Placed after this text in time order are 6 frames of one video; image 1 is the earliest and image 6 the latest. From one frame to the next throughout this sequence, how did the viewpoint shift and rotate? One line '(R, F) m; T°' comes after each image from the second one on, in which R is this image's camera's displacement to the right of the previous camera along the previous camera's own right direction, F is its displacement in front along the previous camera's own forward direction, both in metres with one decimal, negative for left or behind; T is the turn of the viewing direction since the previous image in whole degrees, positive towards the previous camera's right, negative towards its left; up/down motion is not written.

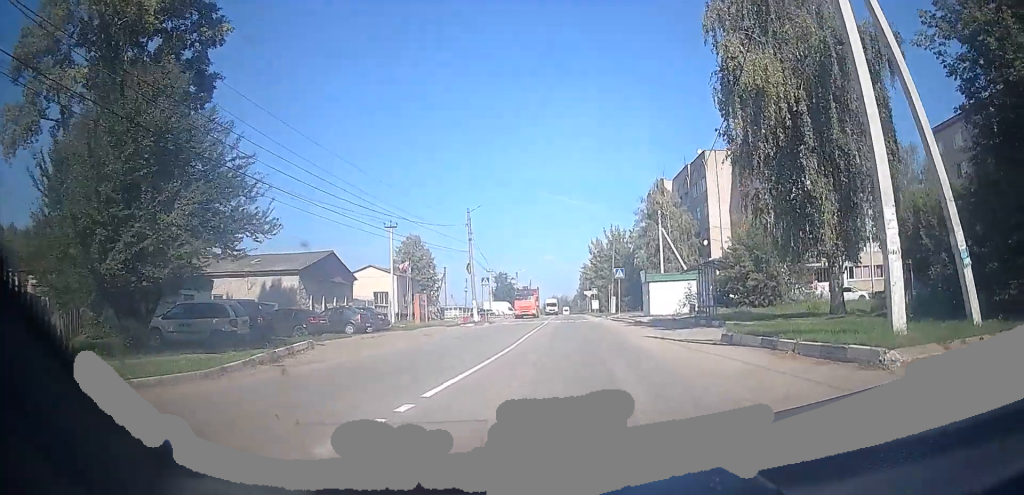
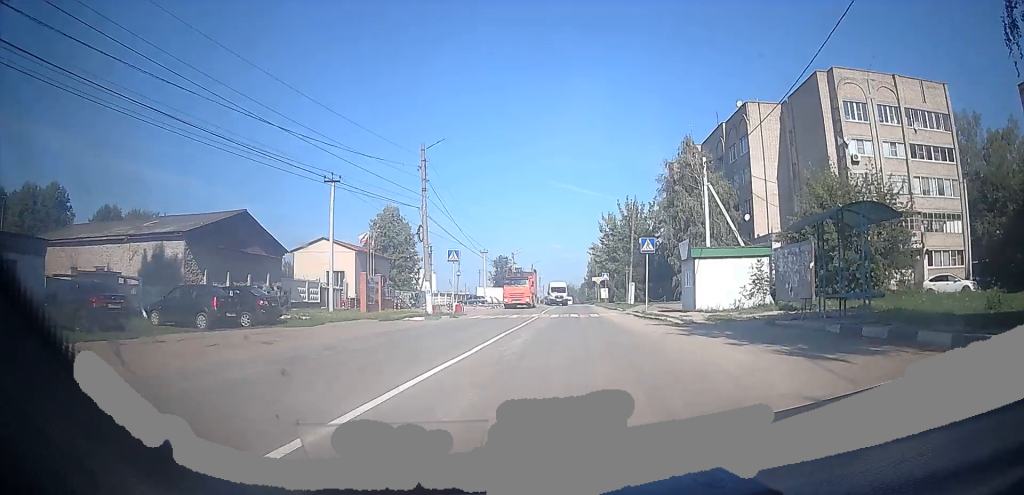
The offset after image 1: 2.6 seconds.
(-0.3, +15.3) m; -1°
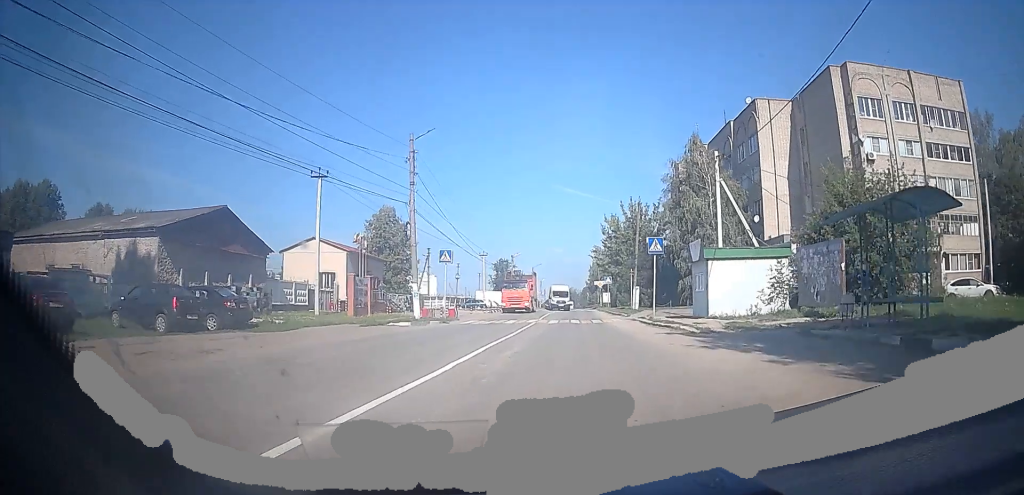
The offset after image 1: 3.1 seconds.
(0.0, +2.5) m; +1°
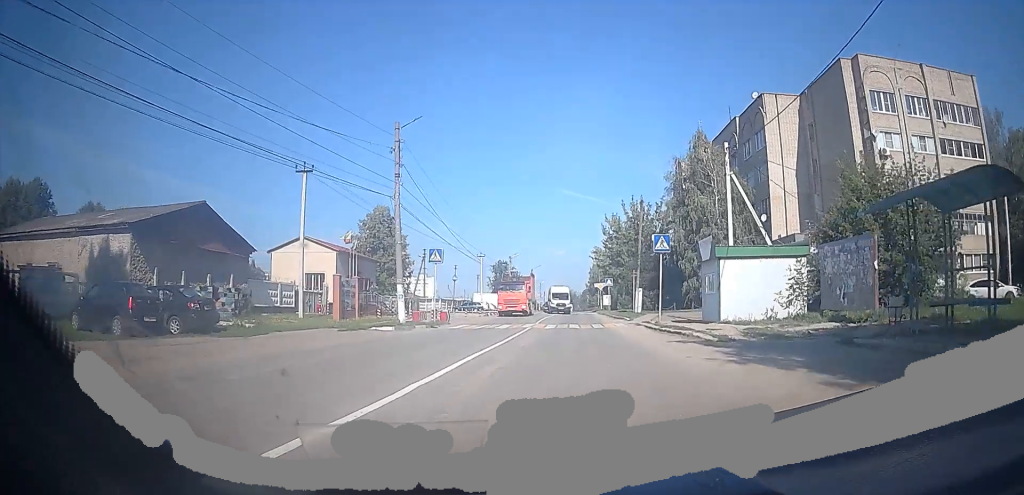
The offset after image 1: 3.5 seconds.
(+0.1, +2.4) m; 0°
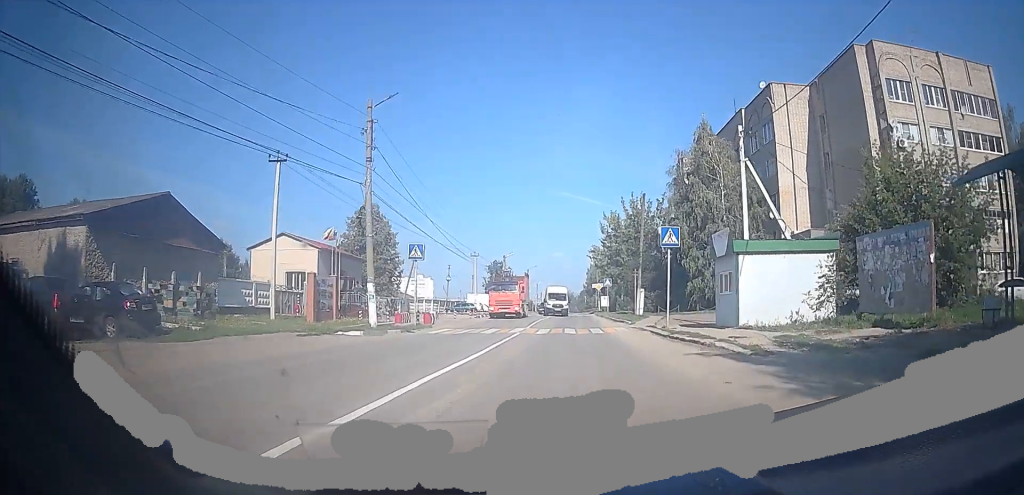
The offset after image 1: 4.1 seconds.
(+0.1, +3.6) m; +1°
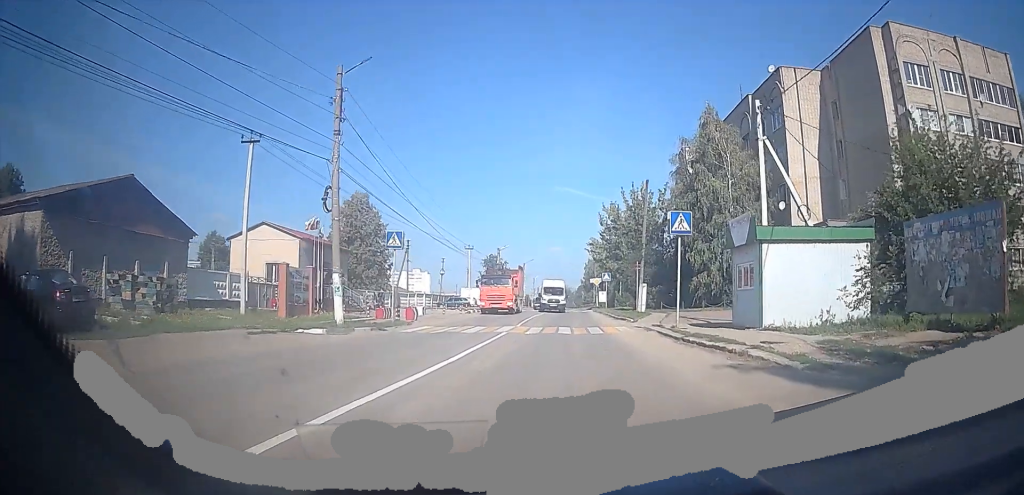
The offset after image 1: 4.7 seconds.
(-0.2, +3.4) m; +1°
